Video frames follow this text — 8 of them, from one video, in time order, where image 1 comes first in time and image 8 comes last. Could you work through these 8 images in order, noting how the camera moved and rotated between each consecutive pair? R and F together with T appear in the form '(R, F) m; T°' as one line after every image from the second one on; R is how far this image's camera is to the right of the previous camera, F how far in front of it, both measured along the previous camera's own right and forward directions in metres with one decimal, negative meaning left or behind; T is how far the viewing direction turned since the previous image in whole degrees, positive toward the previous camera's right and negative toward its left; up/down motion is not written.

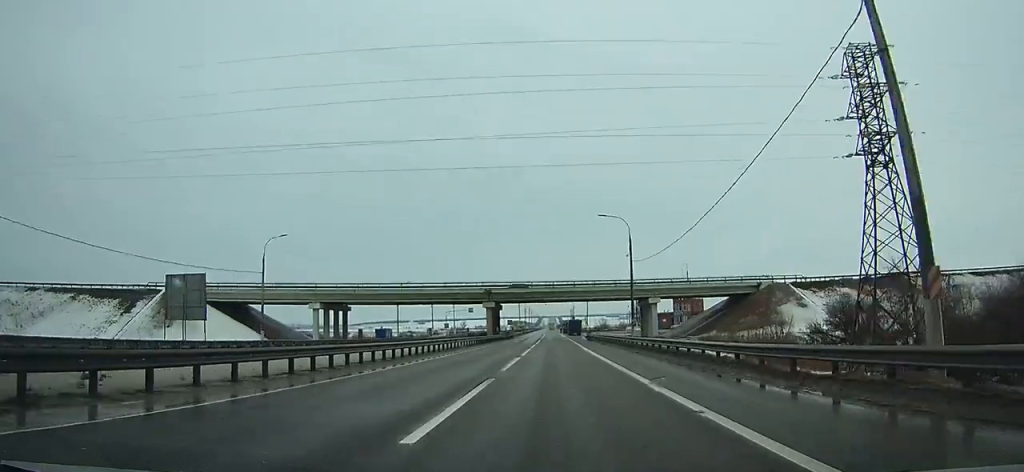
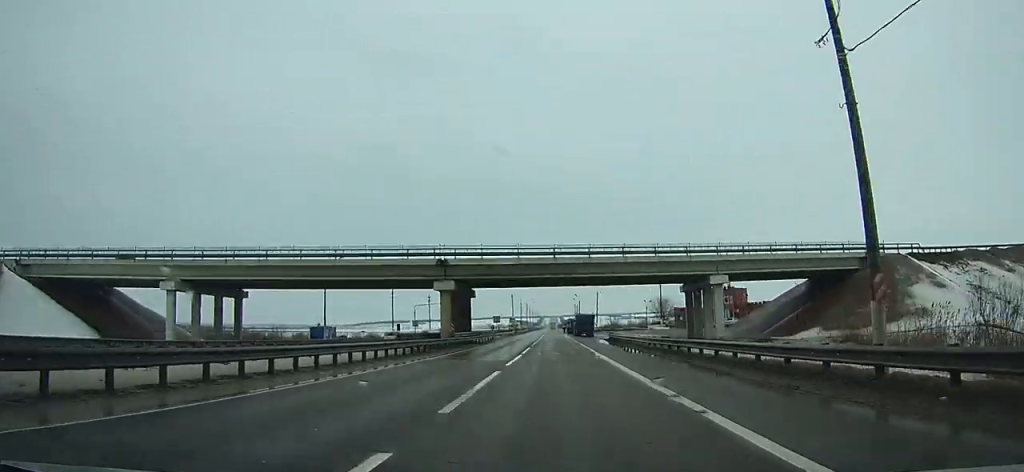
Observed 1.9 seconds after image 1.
(-0.1, +31.4) m; 0°
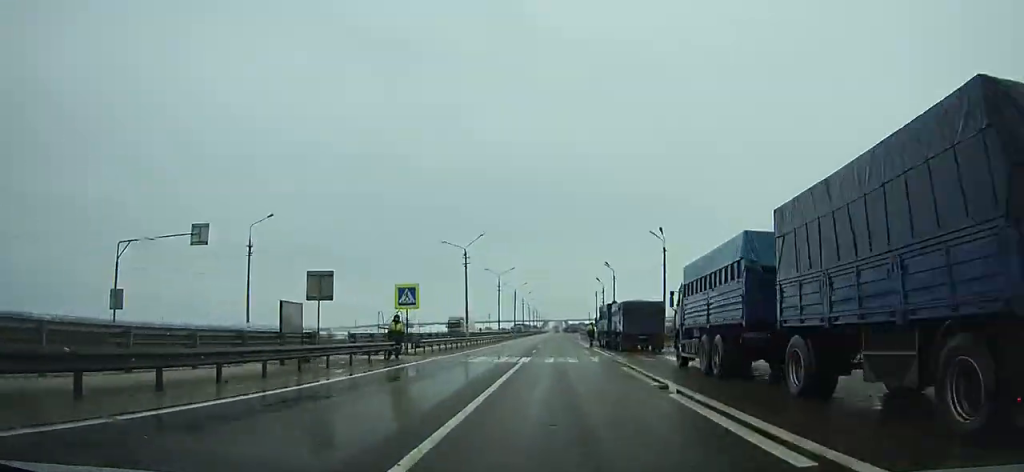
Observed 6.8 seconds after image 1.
(-0.2, +77.8) m; 0°
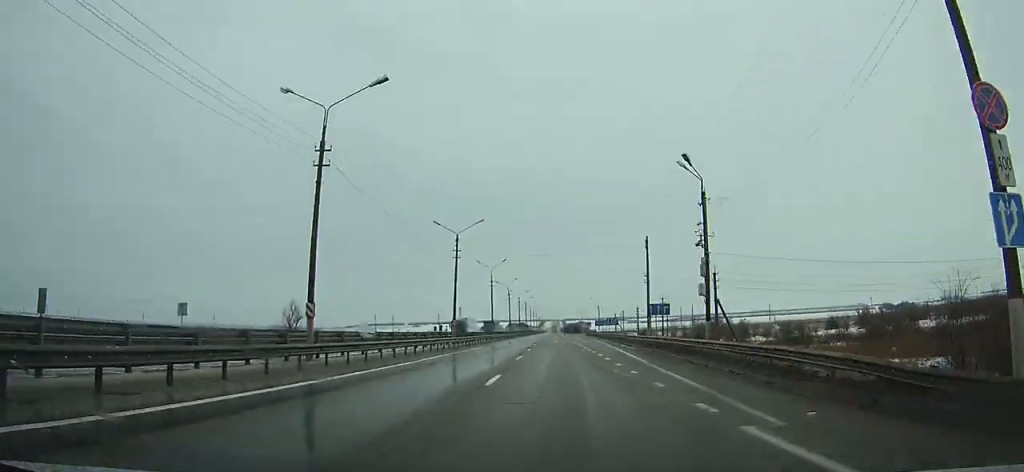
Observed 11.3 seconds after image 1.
(-0.3, +68.9) m; 0°
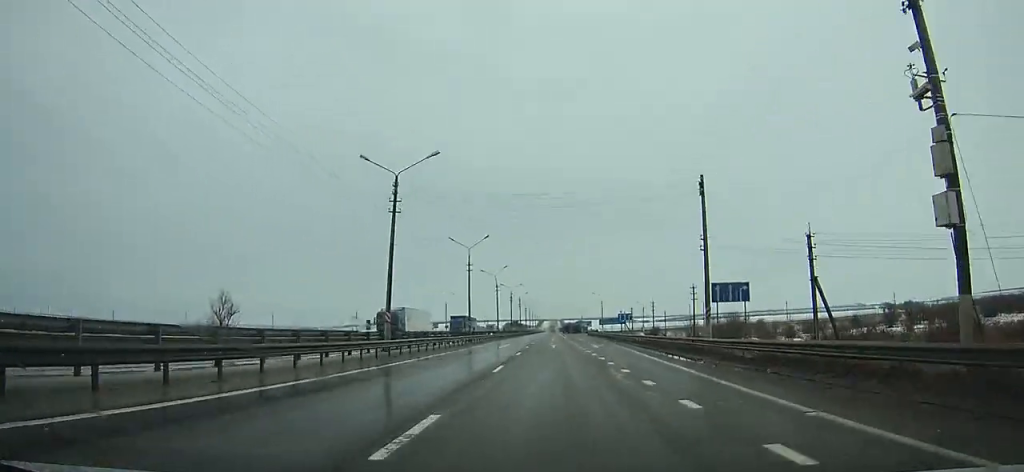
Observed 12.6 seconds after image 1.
(0.0, +20.1) m; 0°
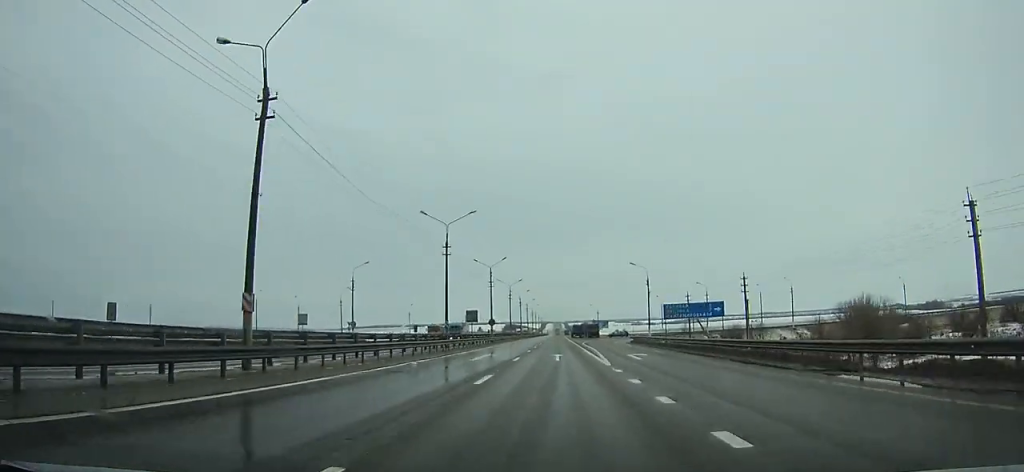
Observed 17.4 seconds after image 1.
(+0.2, +76.9) m; 0°
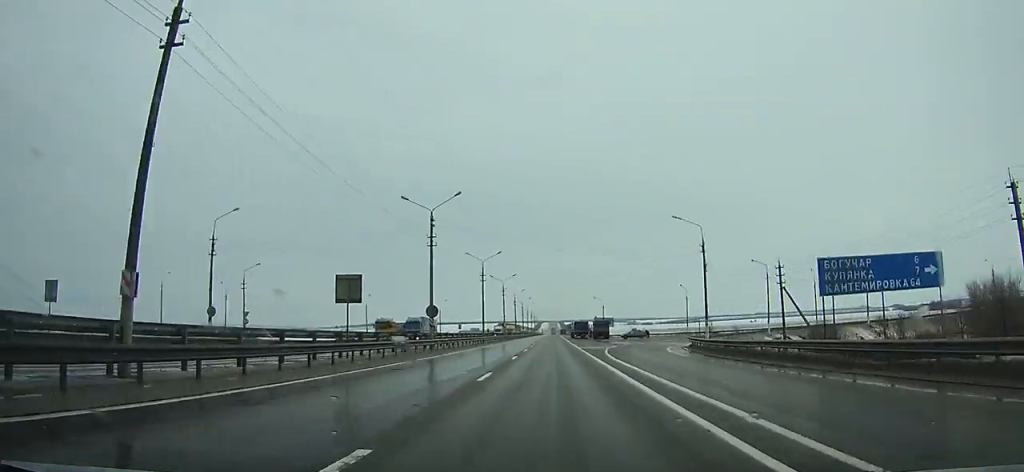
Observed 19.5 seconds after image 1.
(+0.1, +36.0) m; 0°
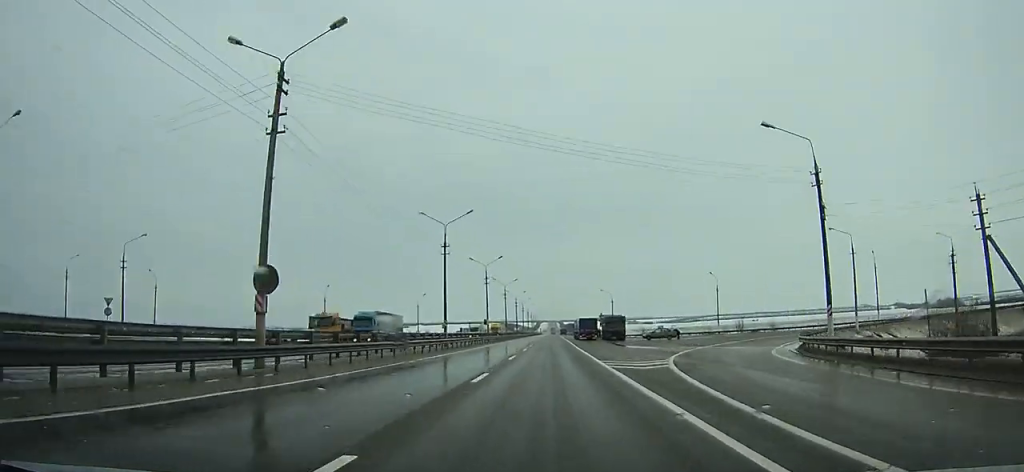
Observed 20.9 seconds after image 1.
(+0.1, +24.4) m; 0°
